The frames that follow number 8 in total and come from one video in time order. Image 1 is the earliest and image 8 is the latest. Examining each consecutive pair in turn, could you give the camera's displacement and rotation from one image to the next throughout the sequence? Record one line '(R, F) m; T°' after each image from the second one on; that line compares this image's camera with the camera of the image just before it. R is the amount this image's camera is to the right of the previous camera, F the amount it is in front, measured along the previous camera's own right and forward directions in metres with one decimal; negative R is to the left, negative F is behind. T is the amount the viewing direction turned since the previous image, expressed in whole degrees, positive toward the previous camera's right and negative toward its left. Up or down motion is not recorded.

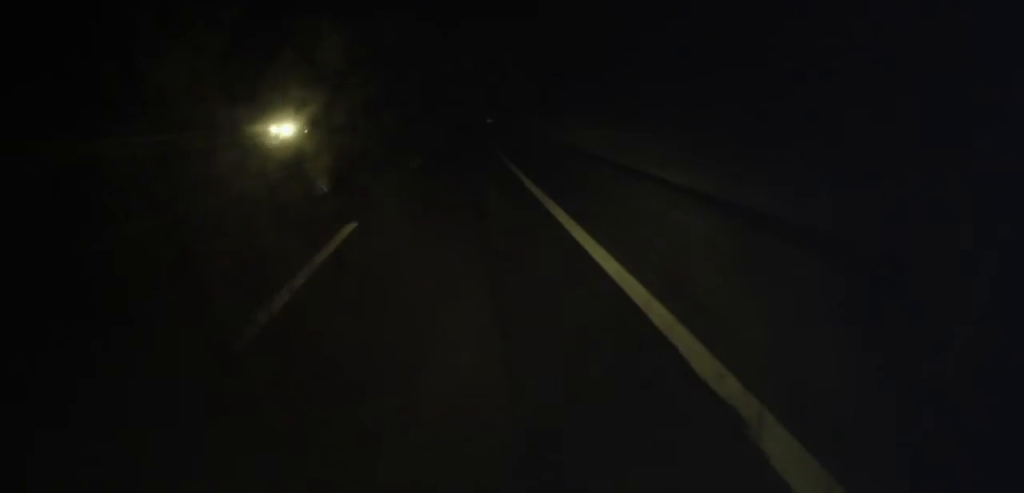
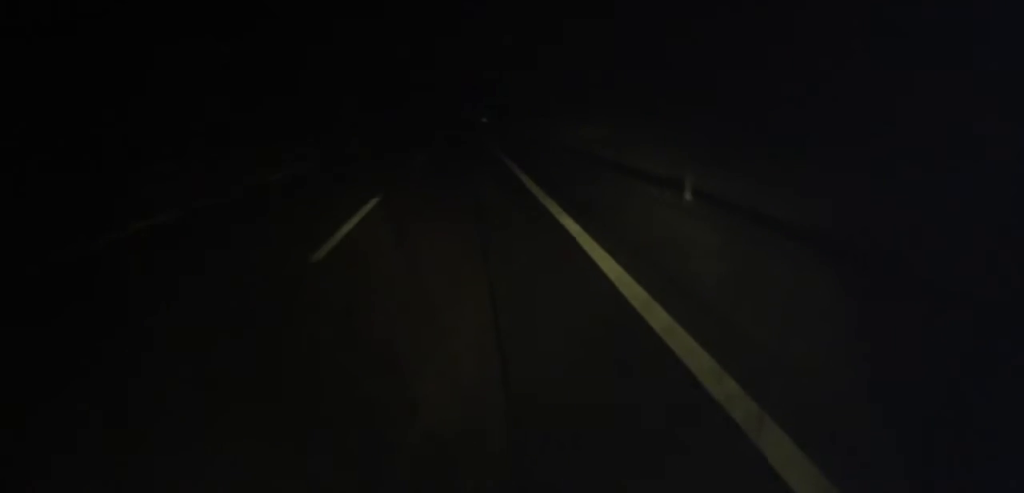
(-0.2, +32.8) m; +1°
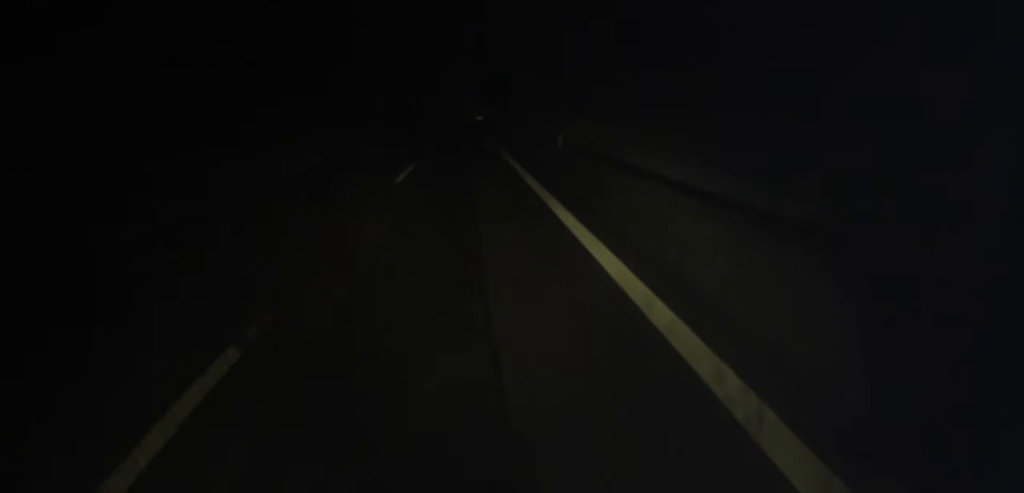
(+0.9, +26.4) m; +1°
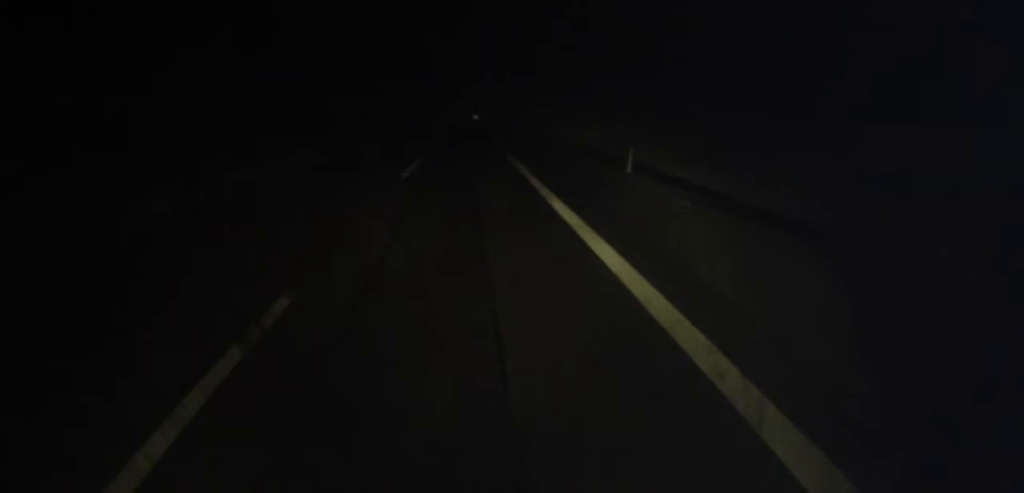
(-0.3, +16.8) m; -1°
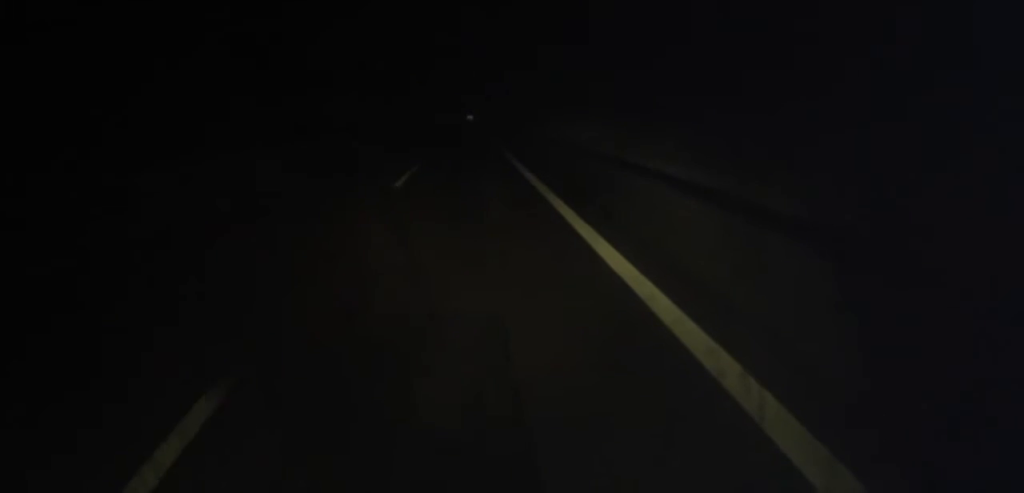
(-0.2, +20.1) m; 0°
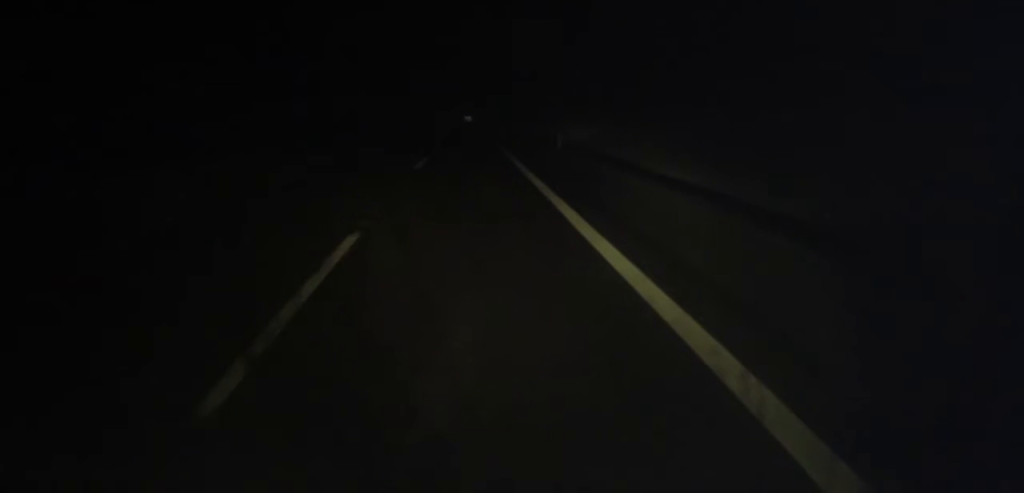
(-0.1, +12.1) m; +1°
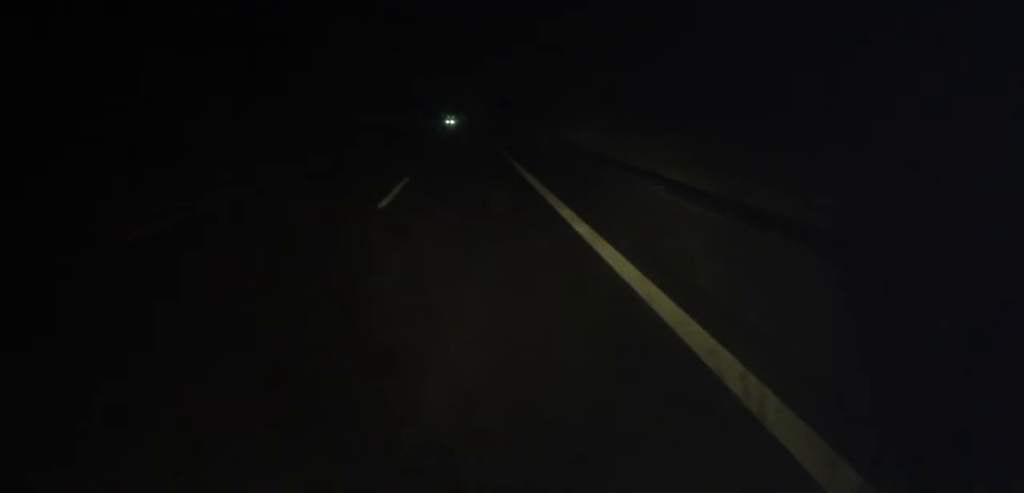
(+0.1, +44.2) m; 0°
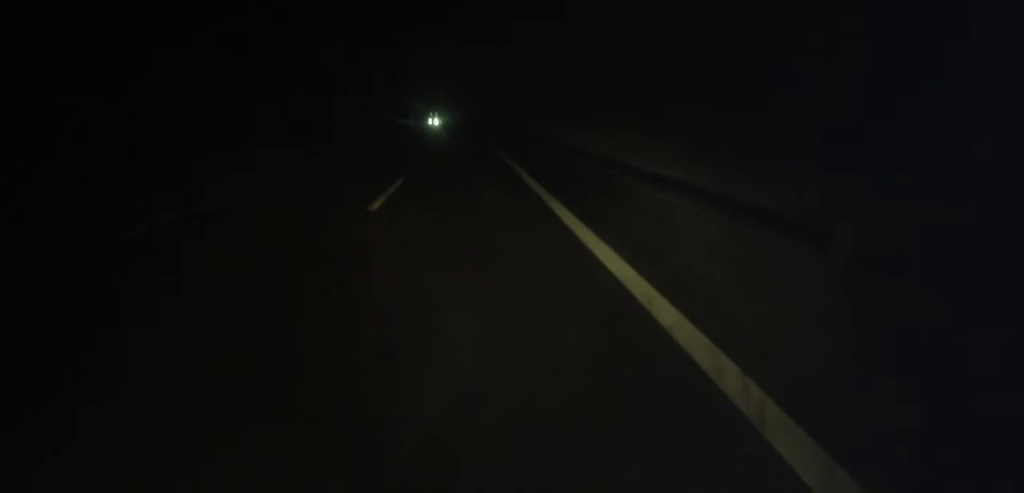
(+0.3, +35.6) m; 0°
